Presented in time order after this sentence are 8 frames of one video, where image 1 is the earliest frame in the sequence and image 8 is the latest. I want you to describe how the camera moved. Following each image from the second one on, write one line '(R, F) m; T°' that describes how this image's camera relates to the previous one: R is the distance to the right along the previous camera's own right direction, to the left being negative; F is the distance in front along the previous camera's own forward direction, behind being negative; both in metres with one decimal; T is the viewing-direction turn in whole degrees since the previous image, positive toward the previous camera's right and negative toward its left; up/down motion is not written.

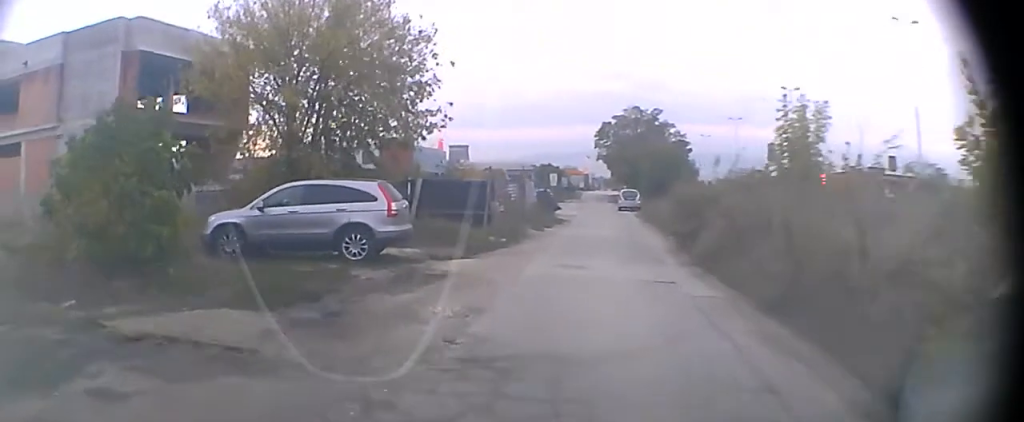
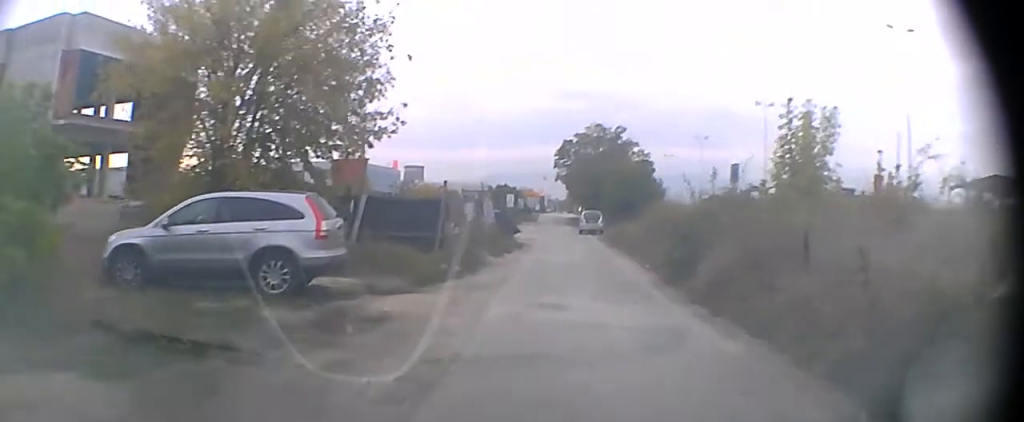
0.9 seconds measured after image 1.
(0.0, +3.3) m; +1°
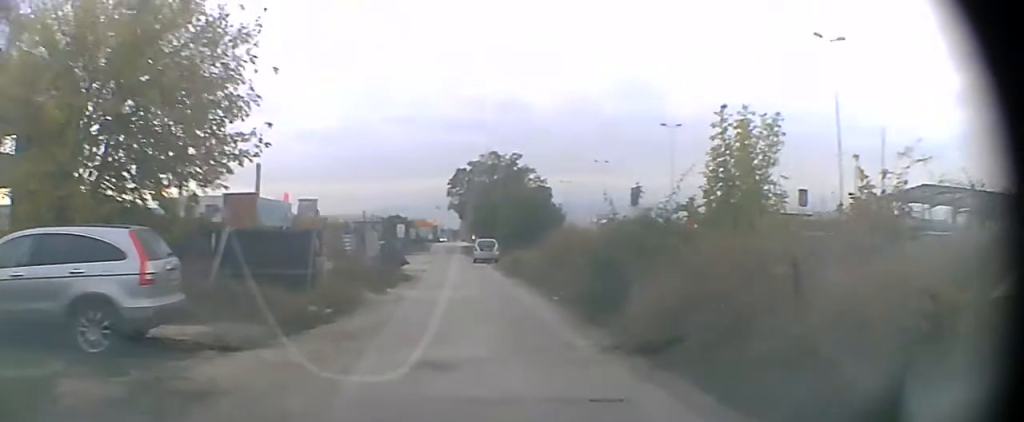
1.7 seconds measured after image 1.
(+0.1, +2.5) m; +4°
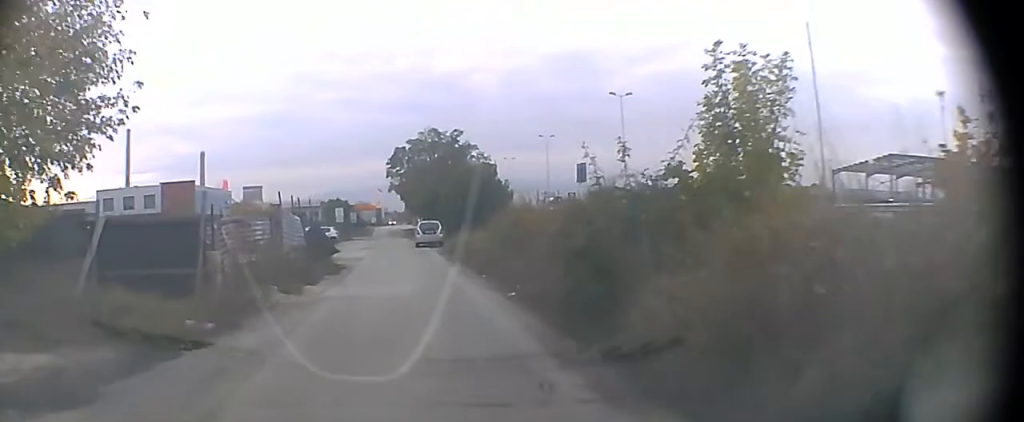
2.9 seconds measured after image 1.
(+0.2, +3.3) m; +6°
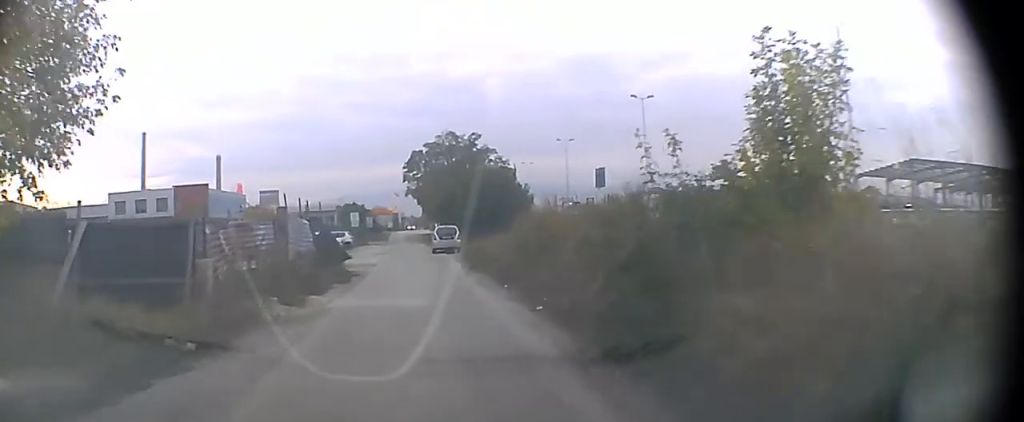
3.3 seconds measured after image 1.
(0.0, +1.2) m; +1°
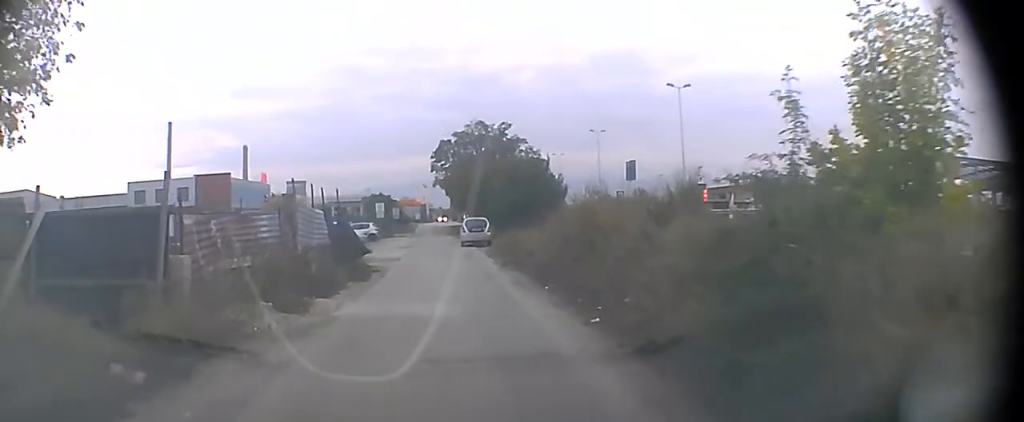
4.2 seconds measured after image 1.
(0.0, +2.1) m; -2°
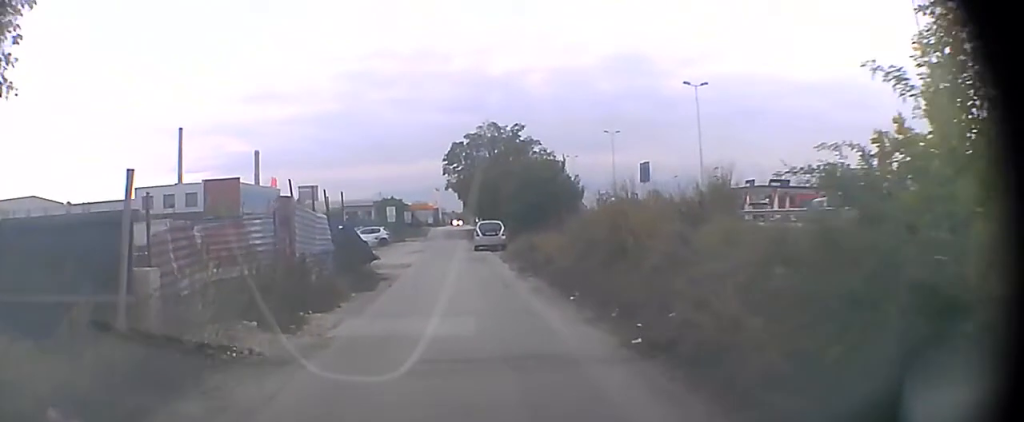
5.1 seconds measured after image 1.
(0.0, +1.6) m; -2°
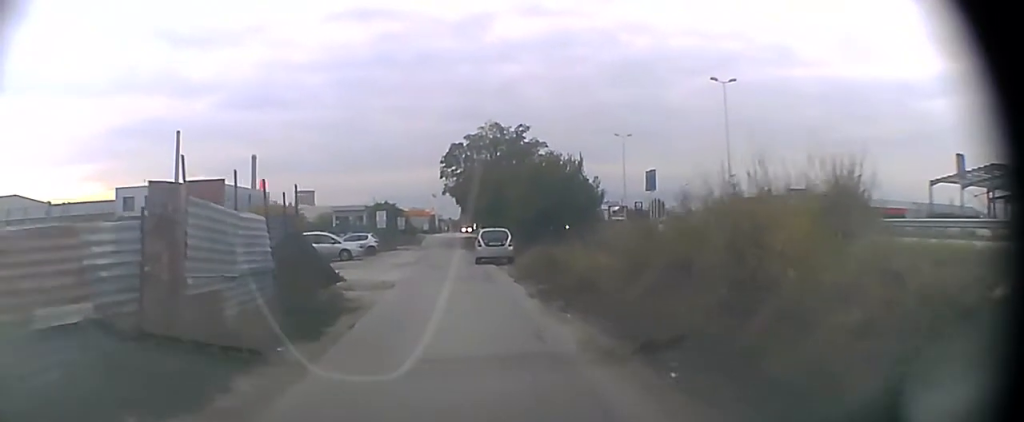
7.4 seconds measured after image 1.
(-0.1, +5.6) m; 0°
